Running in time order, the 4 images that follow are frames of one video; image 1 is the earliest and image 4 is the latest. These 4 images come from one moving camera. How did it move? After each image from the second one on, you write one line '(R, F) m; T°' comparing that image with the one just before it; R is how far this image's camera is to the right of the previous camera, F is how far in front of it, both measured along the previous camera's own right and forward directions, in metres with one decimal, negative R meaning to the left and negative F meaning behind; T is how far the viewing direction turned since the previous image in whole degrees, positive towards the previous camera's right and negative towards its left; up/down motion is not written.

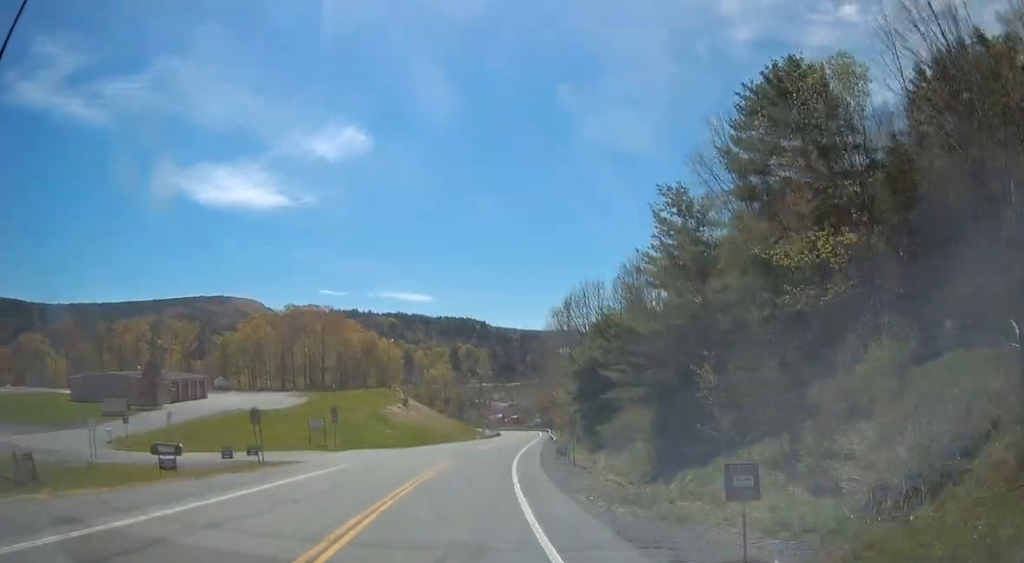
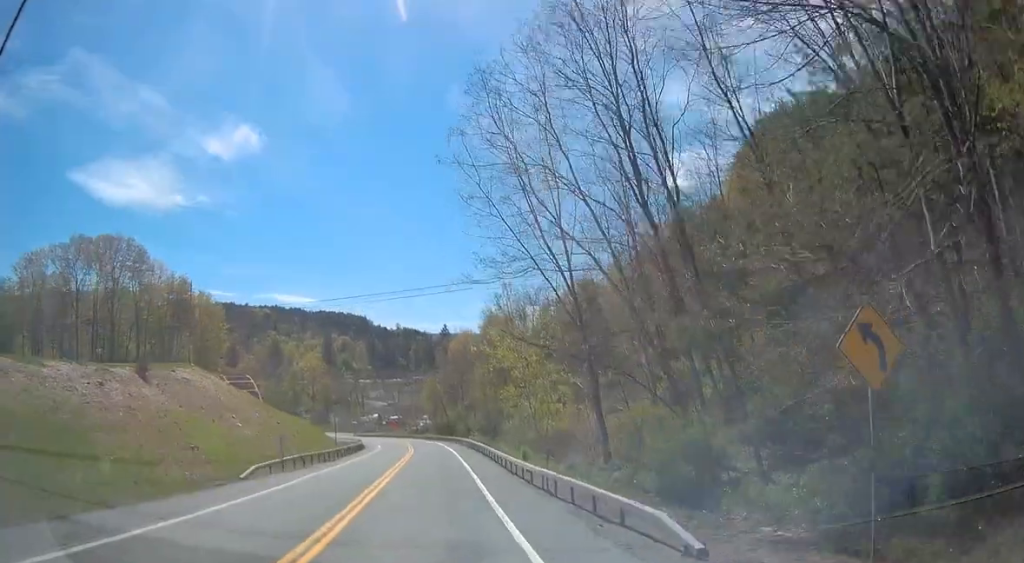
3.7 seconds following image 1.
(+8.5, +71.4) m; +11°
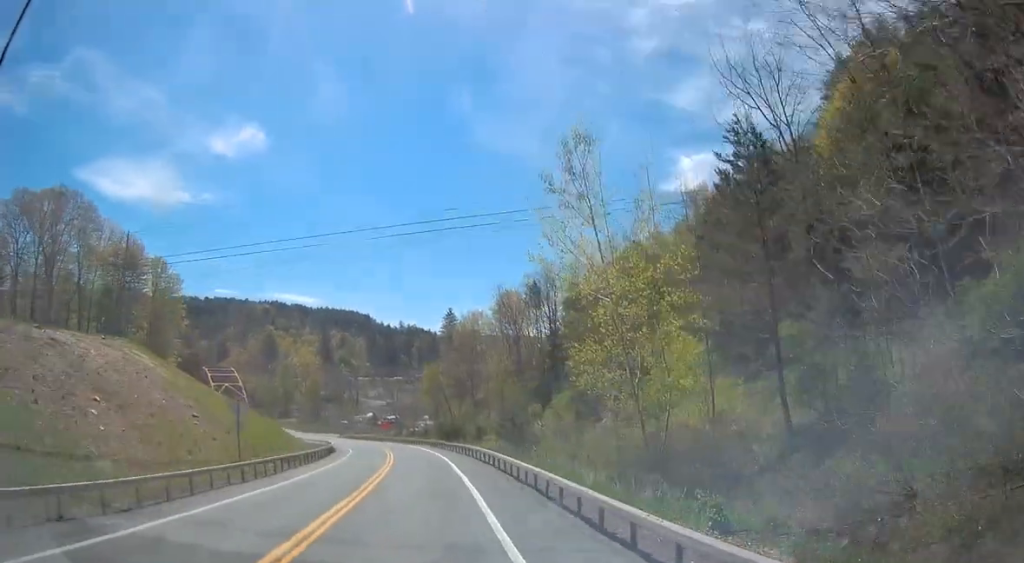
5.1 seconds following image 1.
(+0.4, +25.3) m; 0°
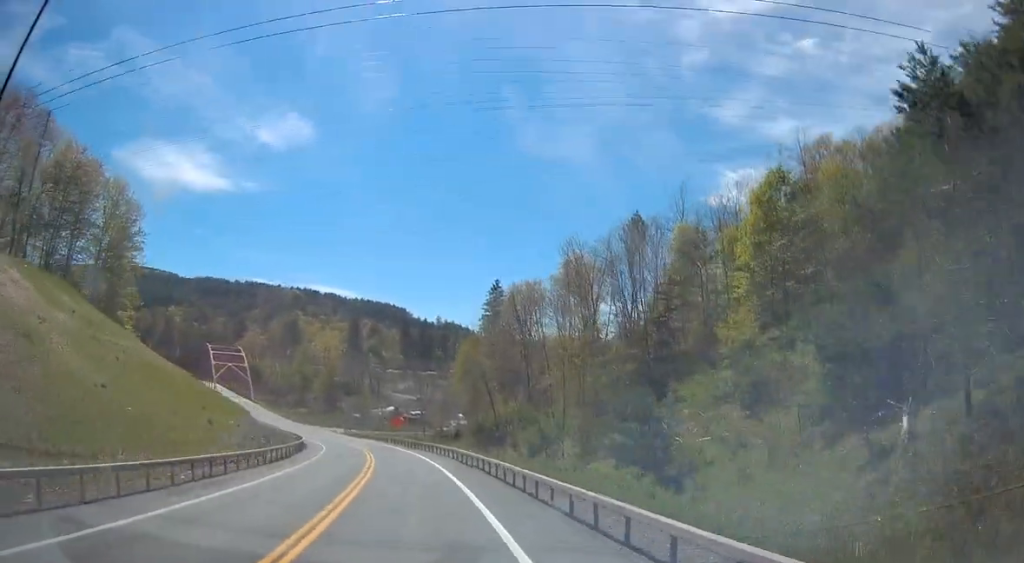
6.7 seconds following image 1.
(-0.7, +30.9) m; -3°
